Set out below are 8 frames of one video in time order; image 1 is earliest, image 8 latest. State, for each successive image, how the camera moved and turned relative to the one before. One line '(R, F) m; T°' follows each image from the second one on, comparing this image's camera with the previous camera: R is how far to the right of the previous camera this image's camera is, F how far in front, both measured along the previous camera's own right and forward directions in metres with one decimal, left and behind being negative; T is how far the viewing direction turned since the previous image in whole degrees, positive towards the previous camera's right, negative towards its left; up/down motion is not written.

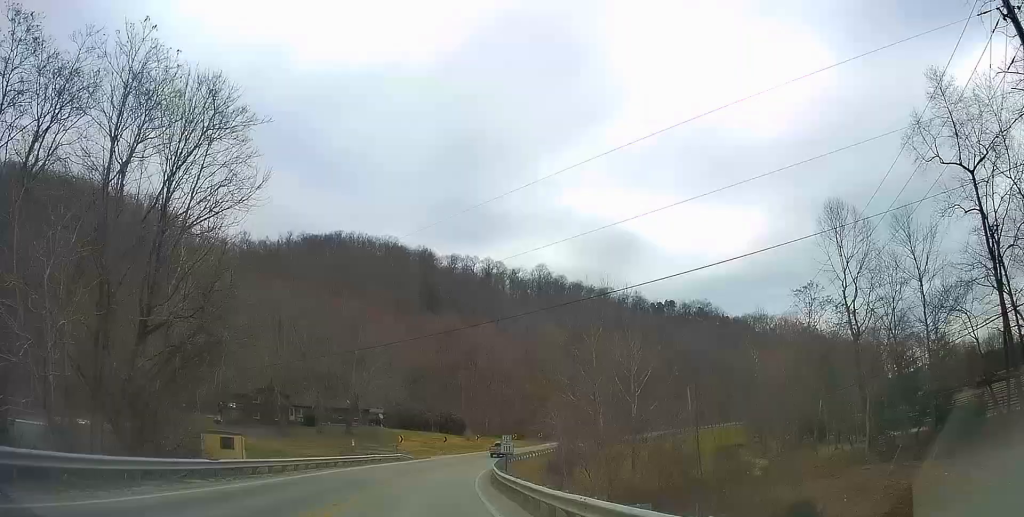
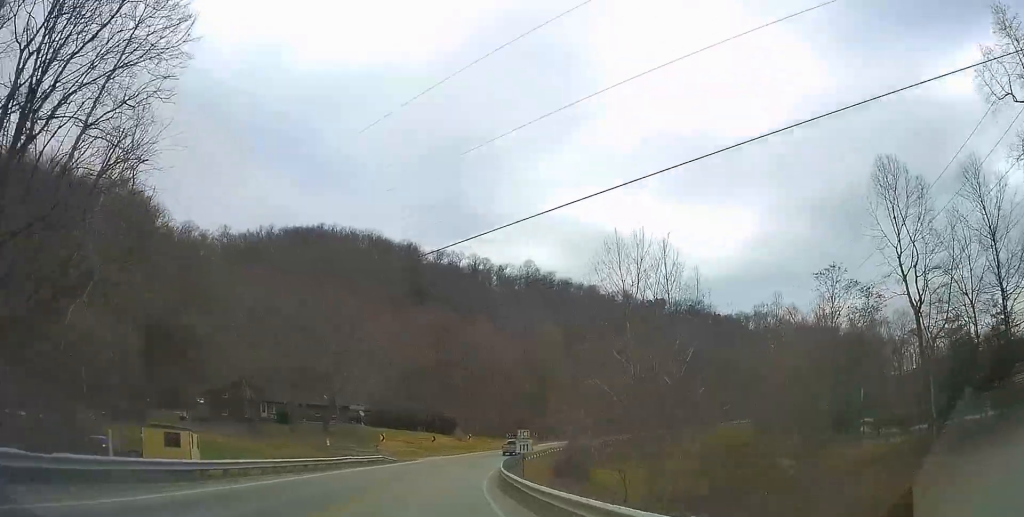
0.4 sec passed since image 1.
(-0.2, +9.3) m; +1°
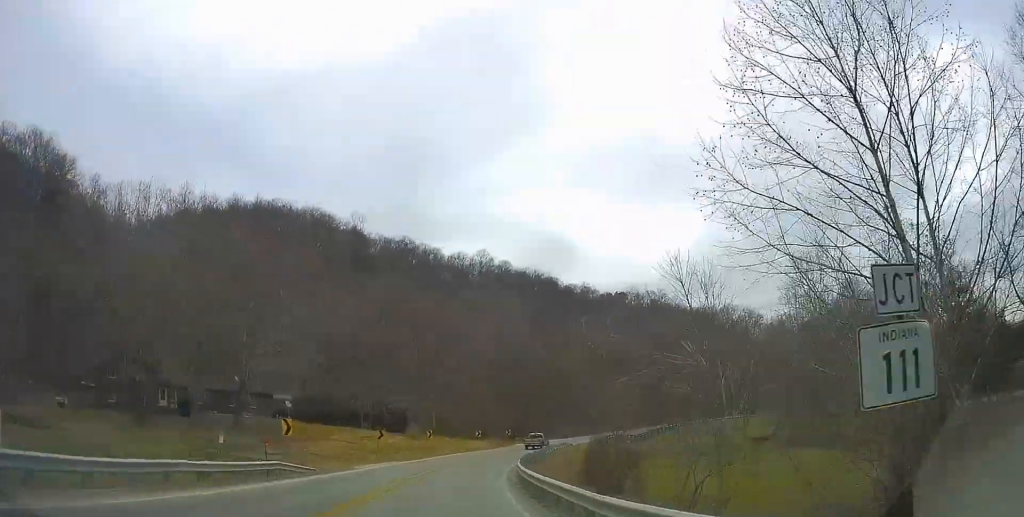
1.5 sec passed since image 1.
(+0.3, +22.1) m; +4°
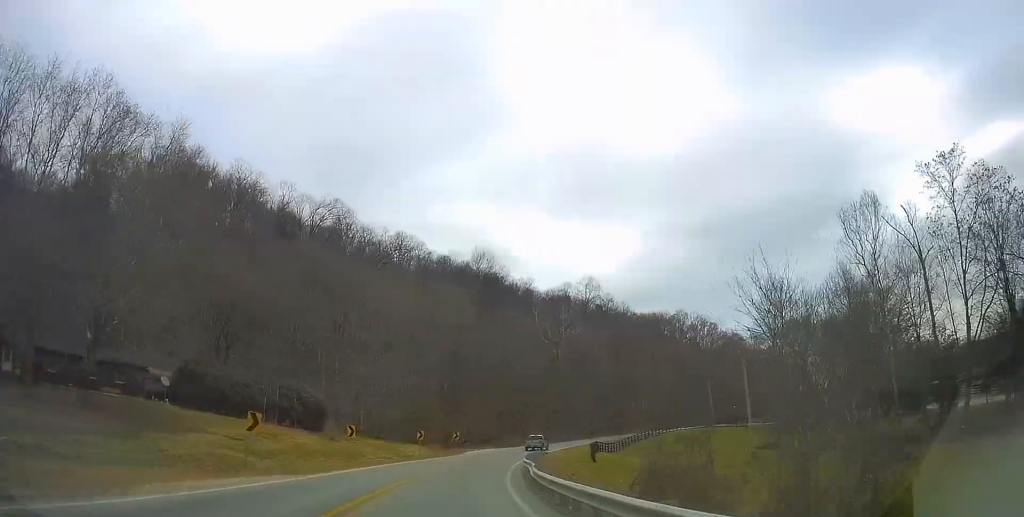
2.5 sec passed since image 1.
(+1.0, +19.7) m; +6°
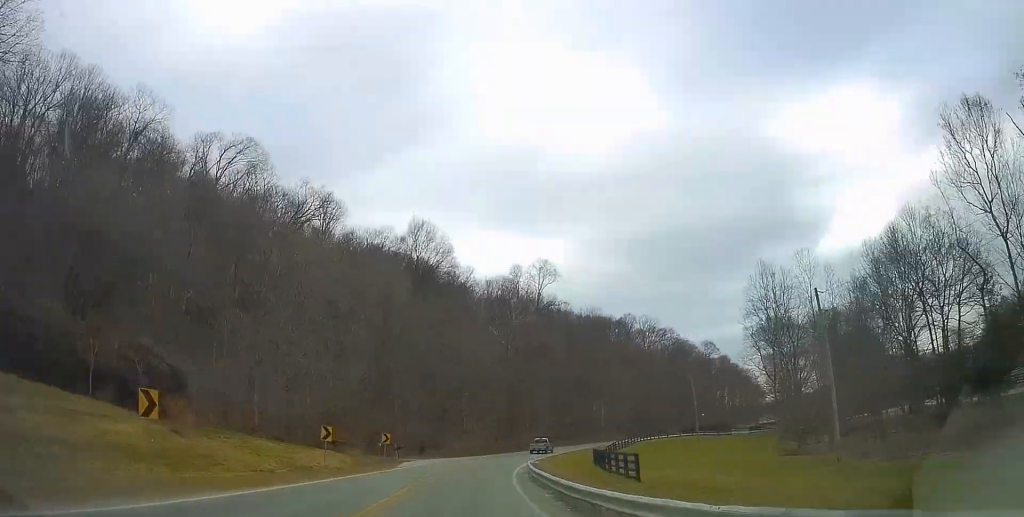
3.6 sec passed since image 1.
(+1.3, +21.6) m; +7°
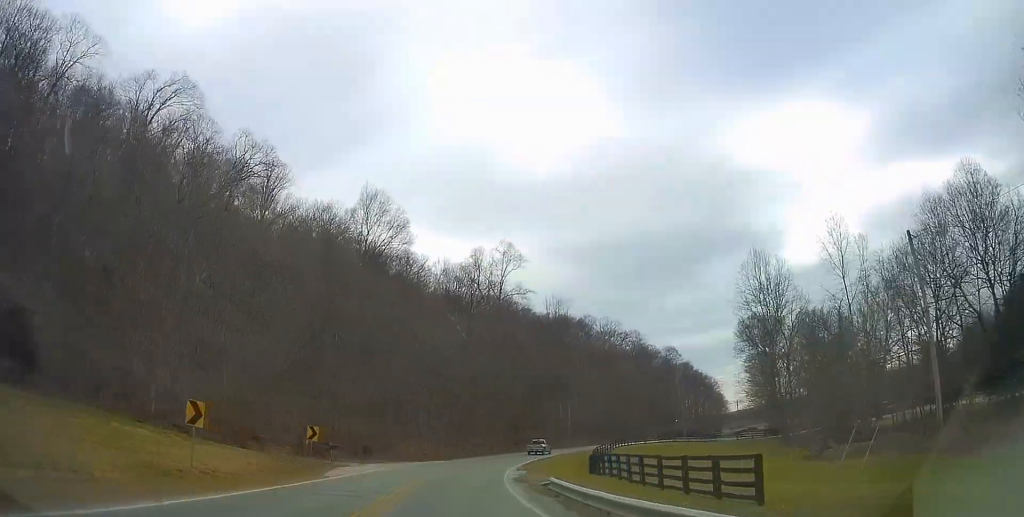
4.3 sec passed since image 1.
(+0.5, +13.2) m; +5°
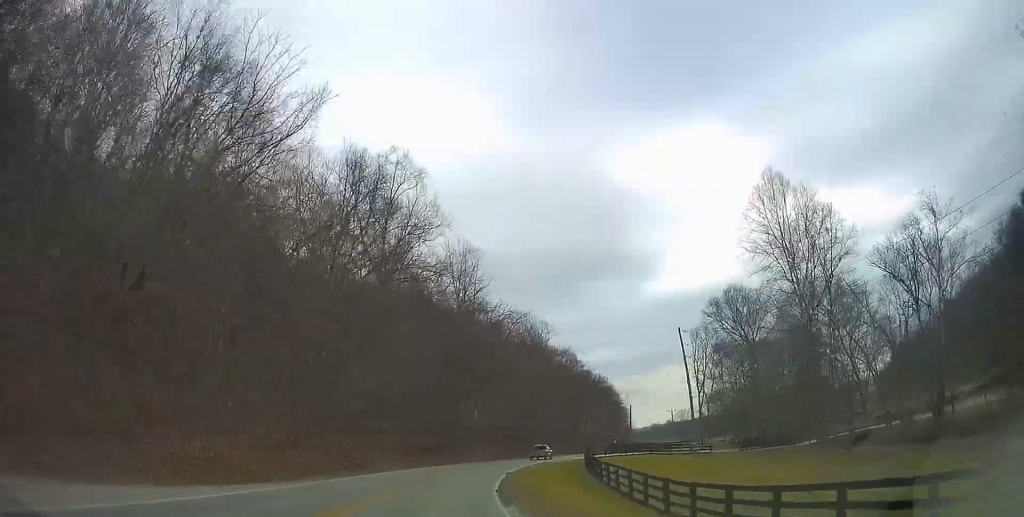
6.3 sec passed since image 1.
(+5.0, +36.3) m; +14°
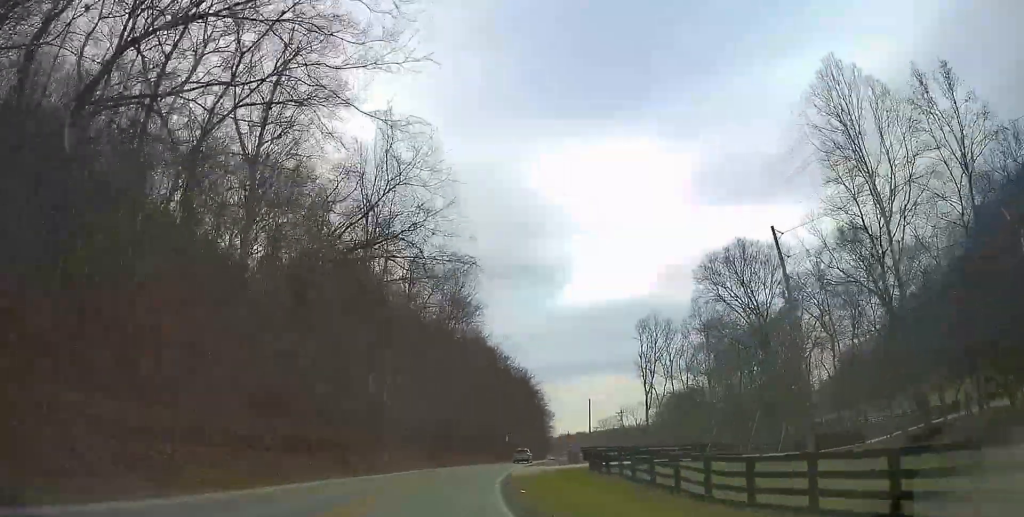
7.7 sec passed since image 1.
(+1.7, +27.0) m; +8°
